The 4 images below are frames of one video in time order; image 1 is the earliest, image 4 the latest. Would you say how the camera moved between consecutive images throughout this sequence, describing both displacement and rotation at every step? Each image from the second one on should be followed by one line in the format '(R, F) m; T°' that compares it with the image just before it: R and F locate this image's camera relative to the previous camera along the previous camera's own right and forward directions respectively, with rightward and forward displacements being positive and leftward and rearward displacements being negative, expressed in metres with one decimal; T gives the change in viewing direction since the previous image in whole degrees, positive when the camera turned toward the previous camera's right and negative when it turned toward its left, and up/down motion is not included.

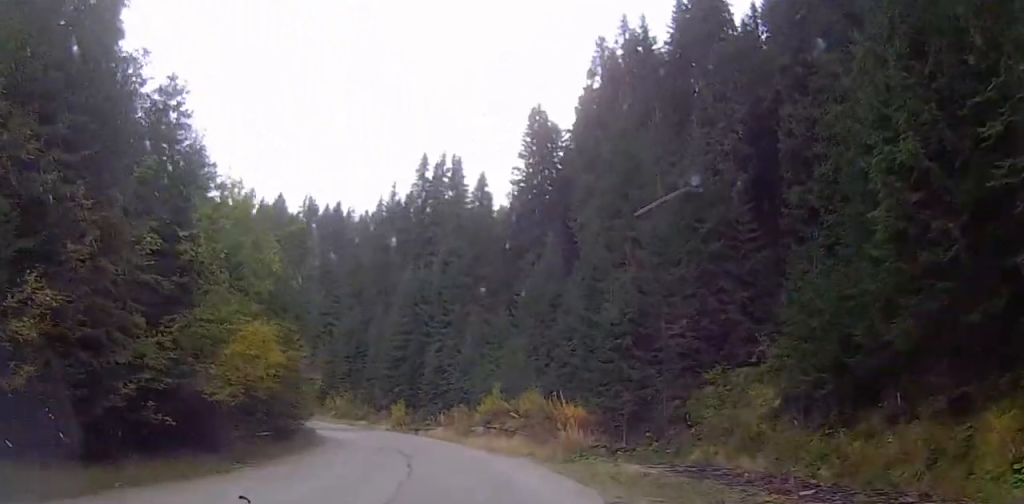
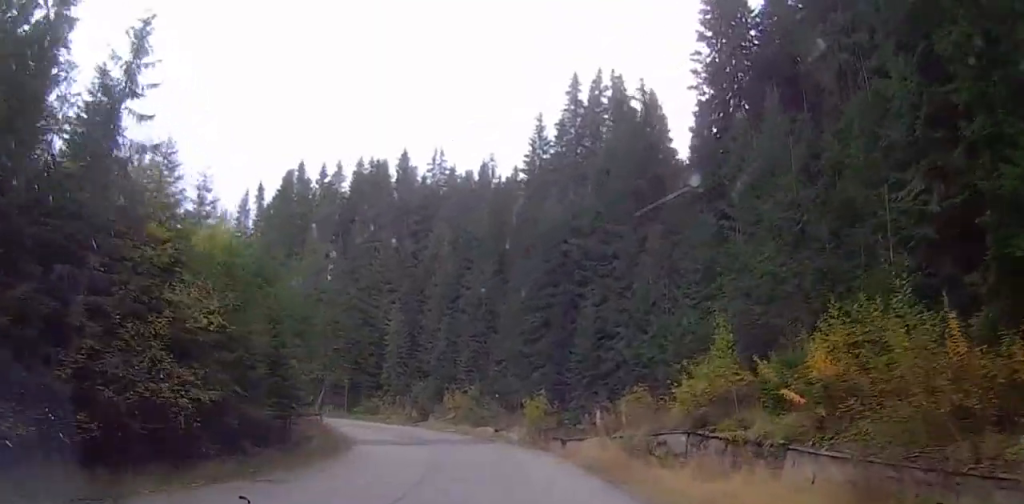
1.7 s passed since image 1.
(-0.9, +24.6) m; -2°
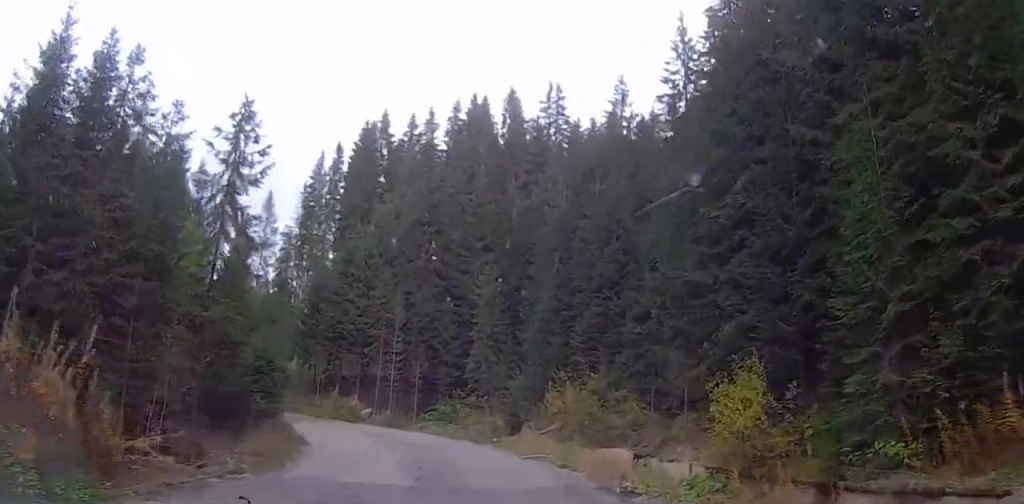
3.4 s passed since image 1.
(0.0, +23.0) m; 0°
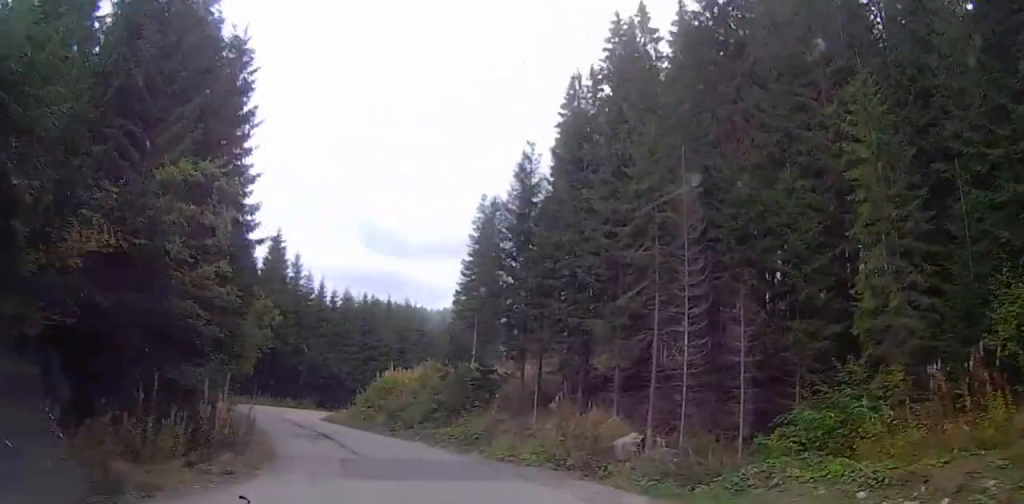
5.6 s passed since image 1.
(0.0, +31.2) m; 0°
